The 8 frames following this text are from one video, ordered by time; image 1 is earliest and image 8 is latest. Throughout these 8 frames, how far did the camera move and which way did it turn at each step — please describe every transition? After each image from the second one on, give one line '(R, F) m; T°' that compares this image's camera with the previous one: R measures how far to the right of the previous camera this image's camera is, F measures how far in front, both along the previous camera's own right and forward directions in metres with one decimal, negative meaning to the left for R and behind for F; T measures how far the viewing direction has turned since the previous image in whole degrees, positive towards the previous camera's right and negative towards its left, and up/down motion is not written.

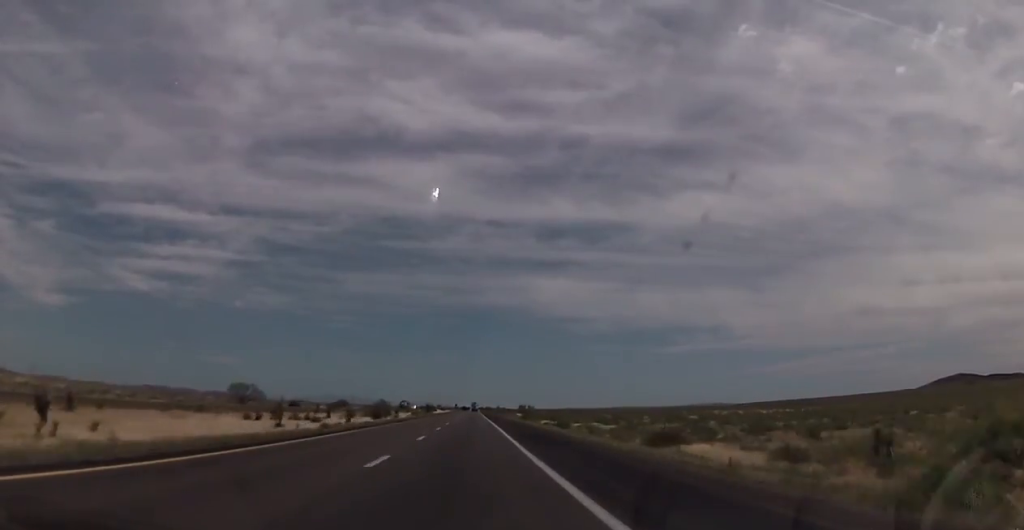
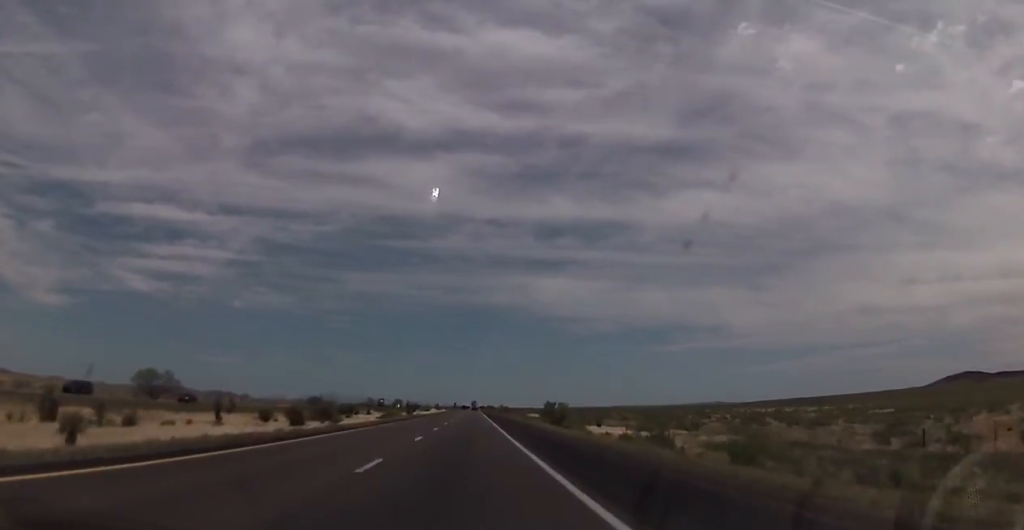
(+0.2, +50.6) m; +1°
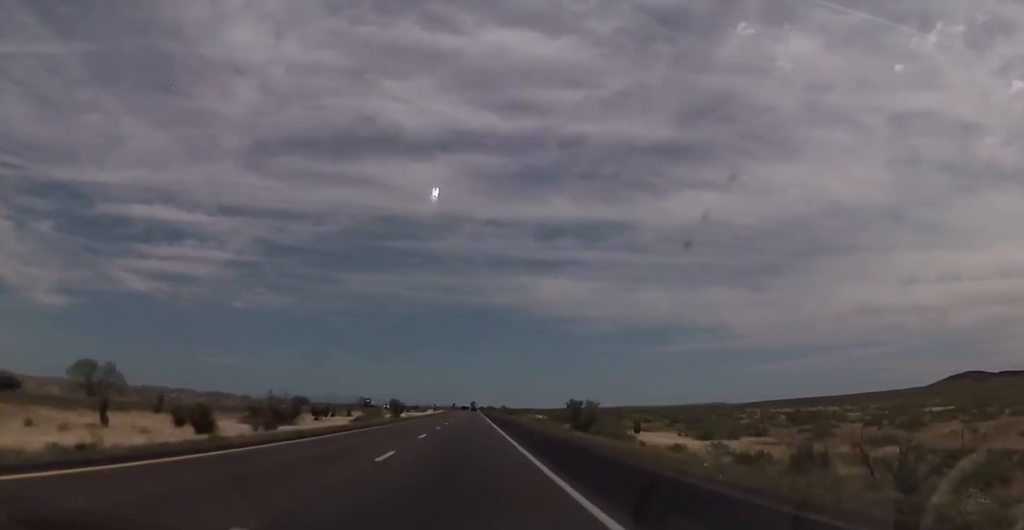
(0.0, +21.7) m; 0°
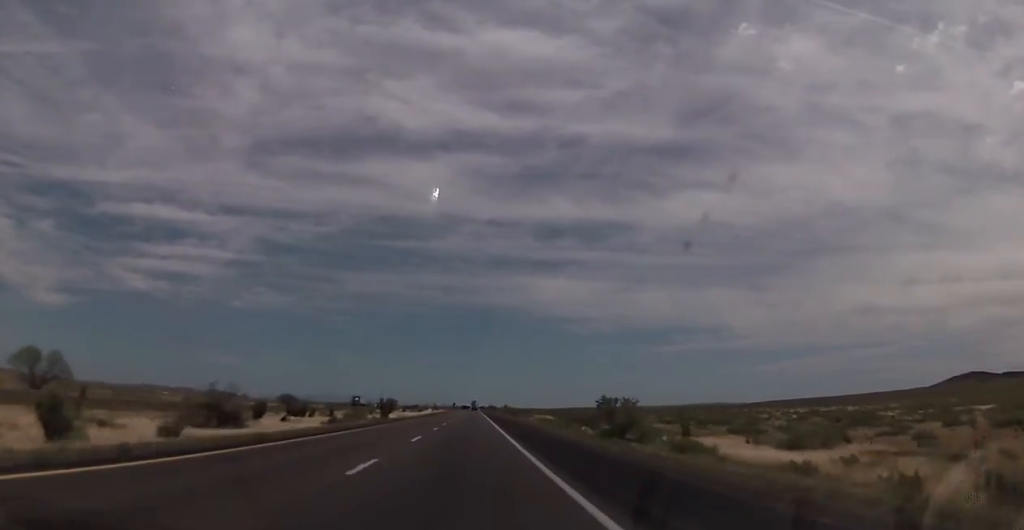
(0.0, +15.6) m; 0°
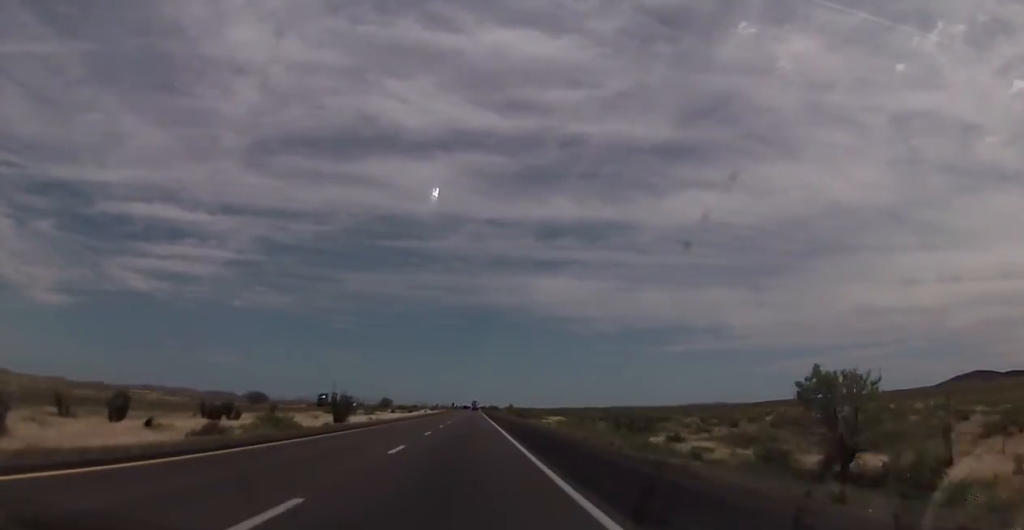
(0.0, +31.3) m; -1°
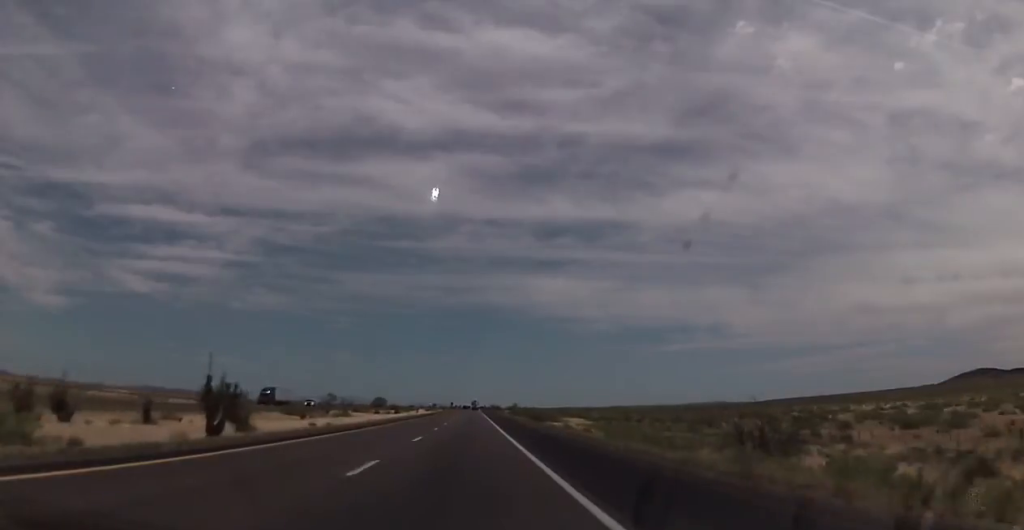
(-0.3, +30.1) m; 0°
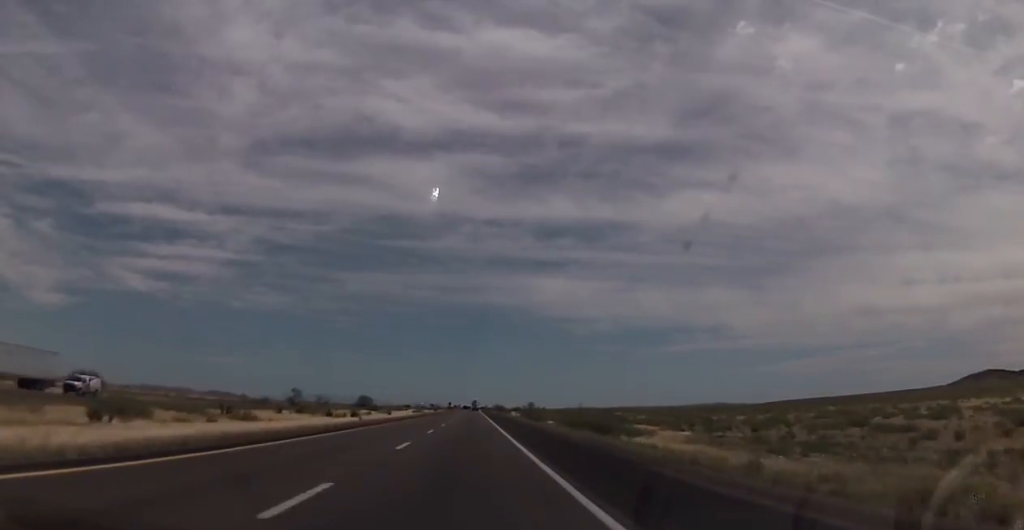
(+0.4, +54.1) m; +1°
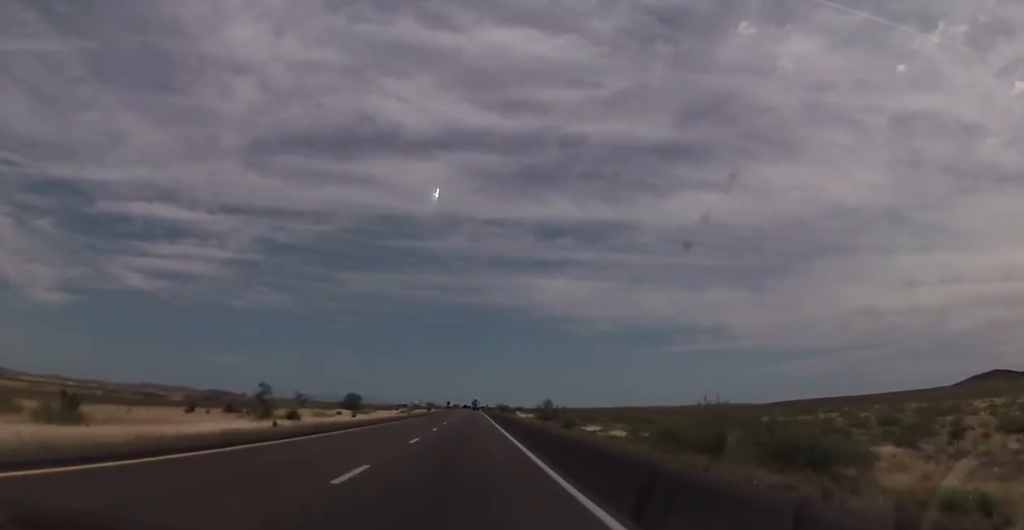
(0.0, +33.7) m; 0°
